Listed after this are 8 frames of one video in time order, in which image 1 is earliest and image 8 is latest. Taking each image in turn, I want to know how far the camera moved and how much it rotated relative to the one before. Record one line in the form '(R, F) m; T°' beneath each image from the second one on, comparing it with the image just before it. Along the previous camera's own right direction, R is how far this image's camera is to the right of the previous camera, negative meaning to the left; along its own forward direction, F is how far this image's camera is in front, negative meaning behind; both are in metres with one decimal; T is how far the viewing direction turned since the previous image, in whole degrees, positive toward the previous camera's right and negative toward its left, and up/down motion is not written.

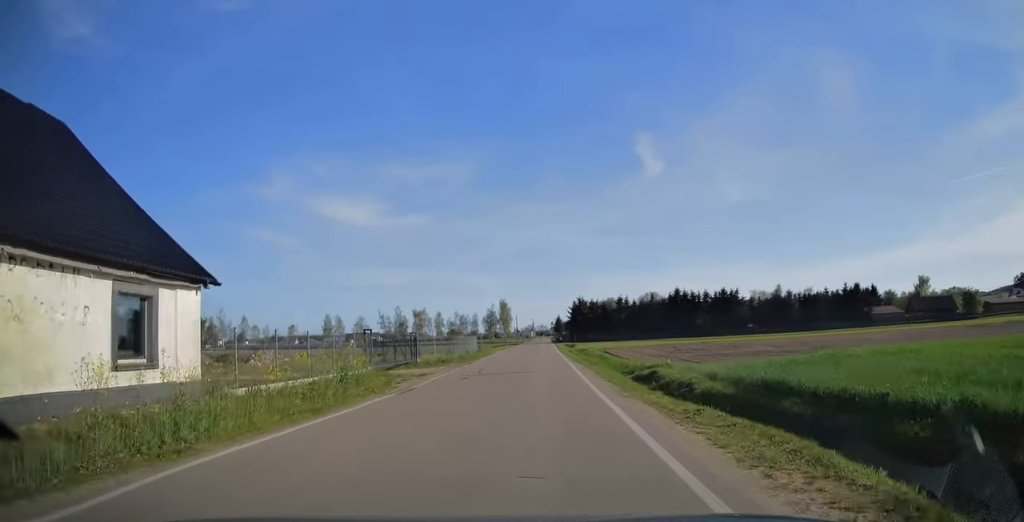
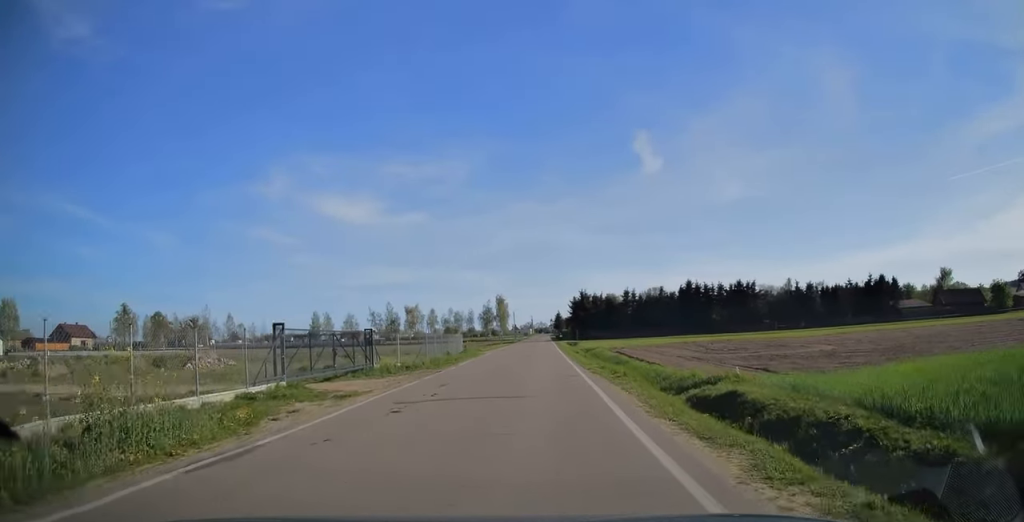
(0.0, +9.7) m; 0°
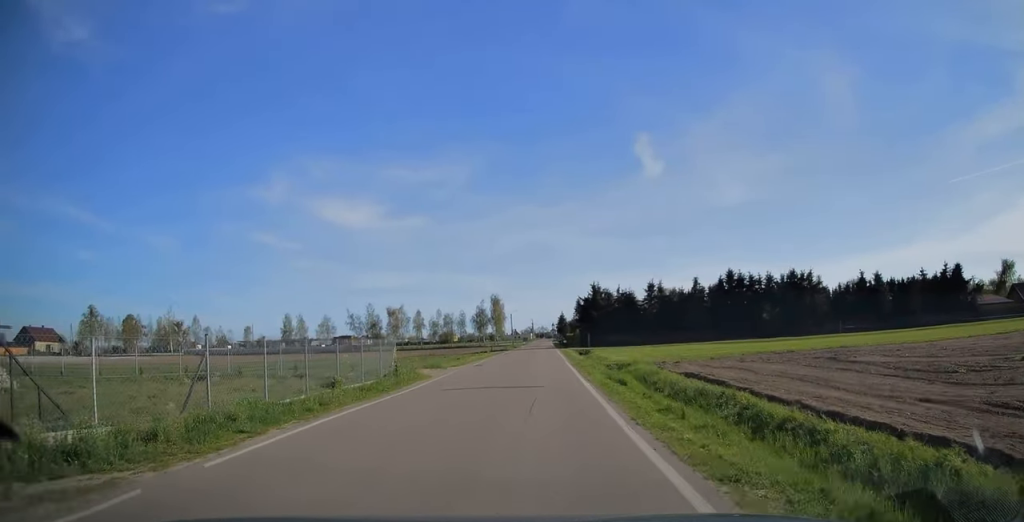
(0.0, +21.9) m; 0°
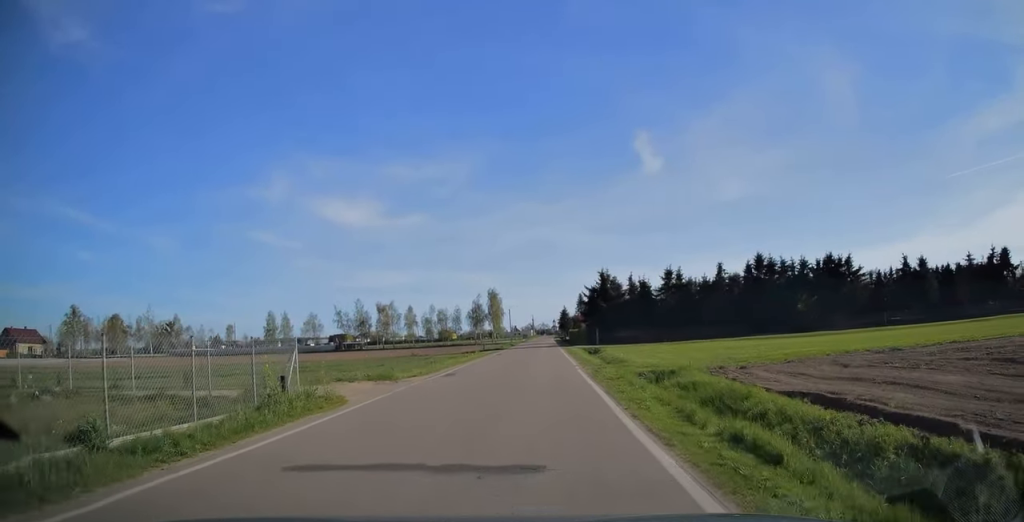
(0.0, +10.8) m; 0°
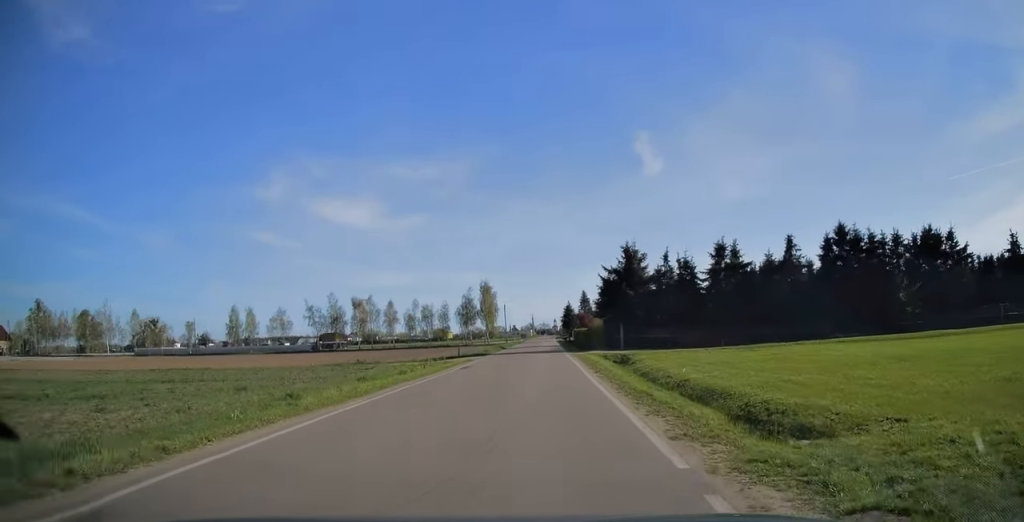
(0.0, +19.7) m; 0°
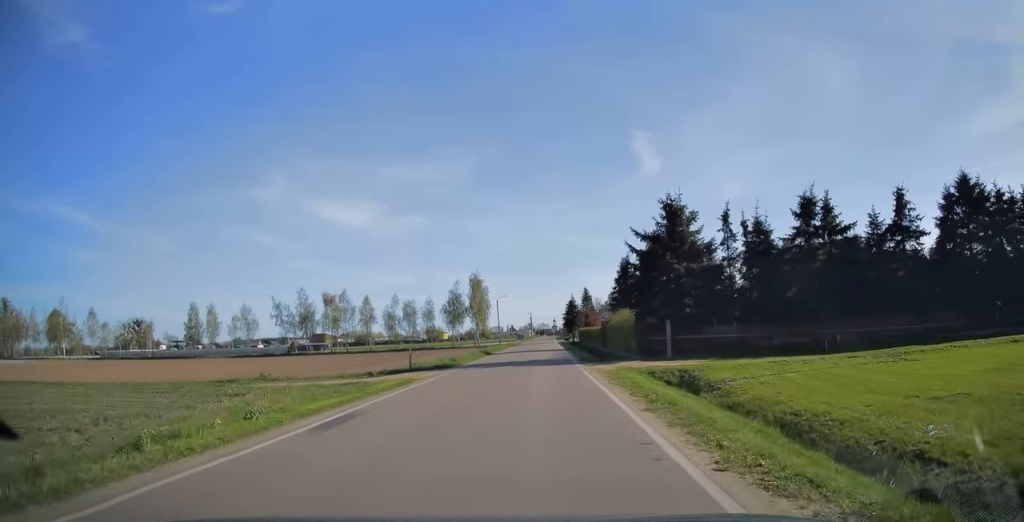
(0.0, +16.7) m; 0°
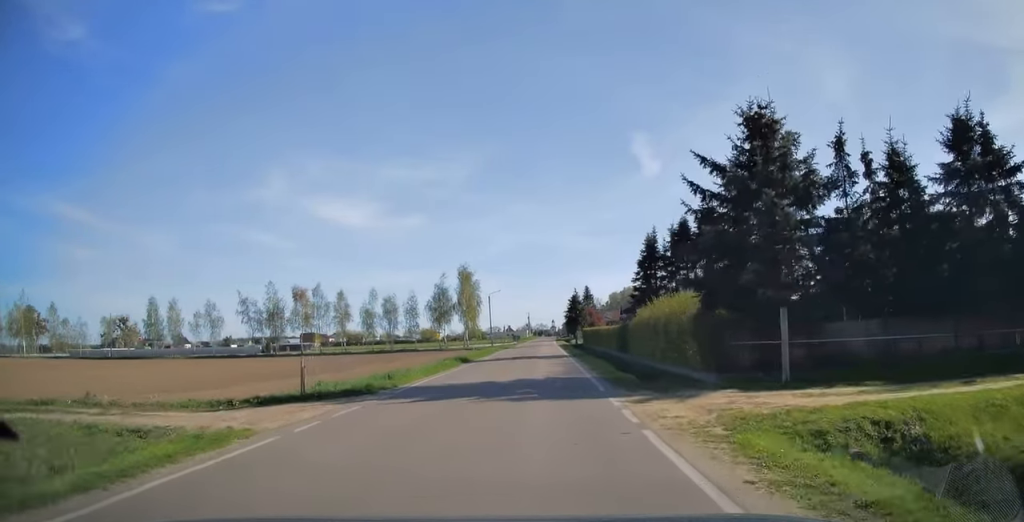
(0.0, +13.4) m; 0°
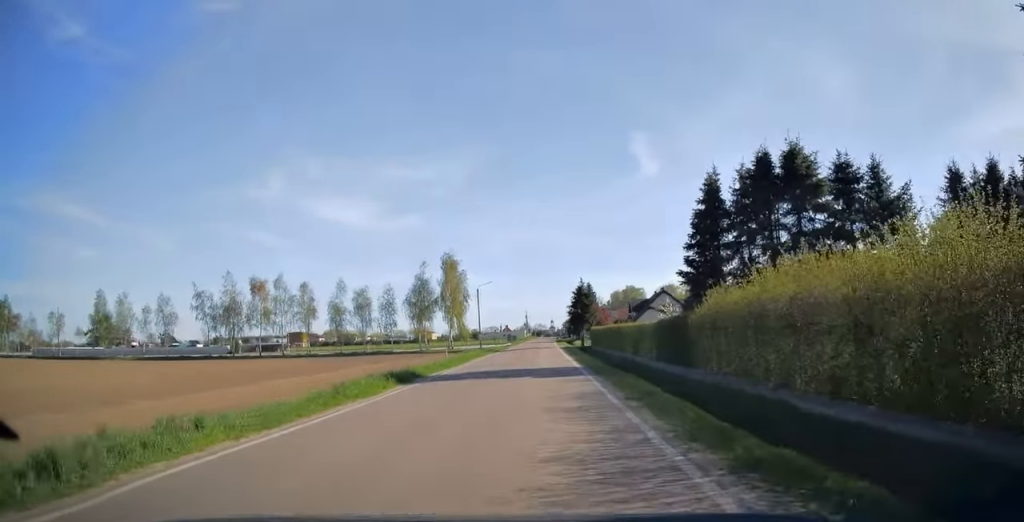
(0.0, +14.8) m; 0°
